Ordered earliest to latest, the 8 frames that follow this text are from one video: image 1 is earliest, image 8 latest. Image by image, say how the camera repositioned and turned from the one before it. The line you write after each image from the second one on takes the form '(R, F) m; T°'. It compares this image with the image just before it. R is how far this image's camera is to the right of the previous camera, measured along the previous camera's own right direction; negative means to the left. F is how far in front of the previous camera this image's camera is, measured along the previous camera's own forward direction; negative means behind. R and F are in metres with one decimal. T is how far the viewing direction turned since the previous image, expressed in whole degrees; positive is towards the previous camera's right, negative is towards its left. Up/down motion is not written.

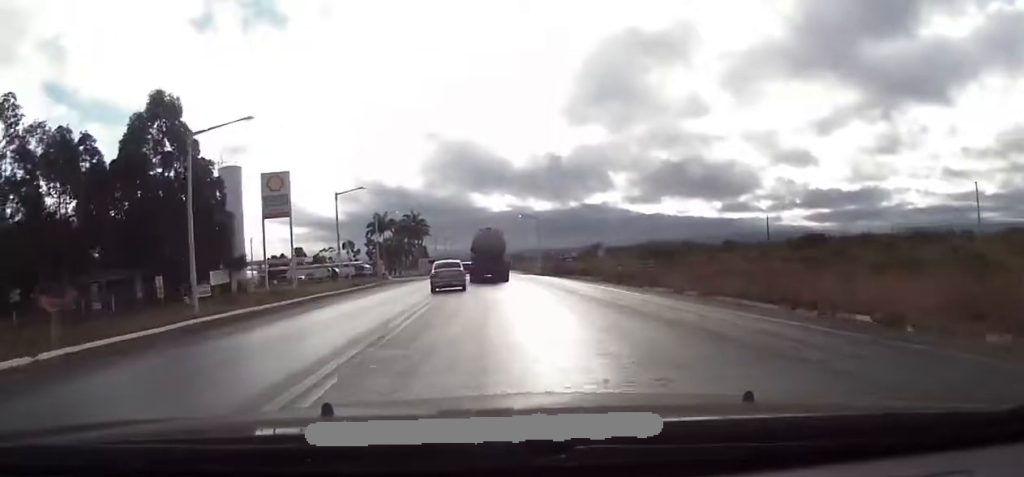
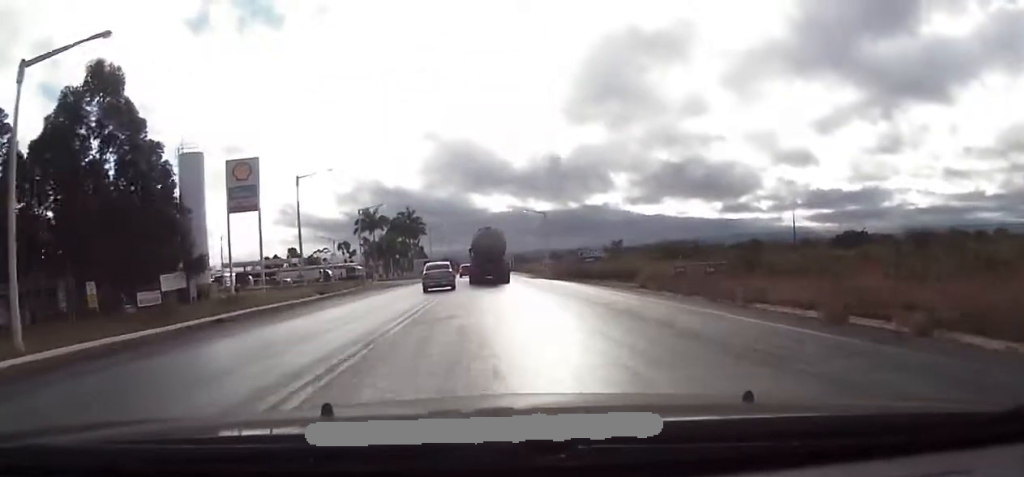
(+0.2, +12.5) m; +1°
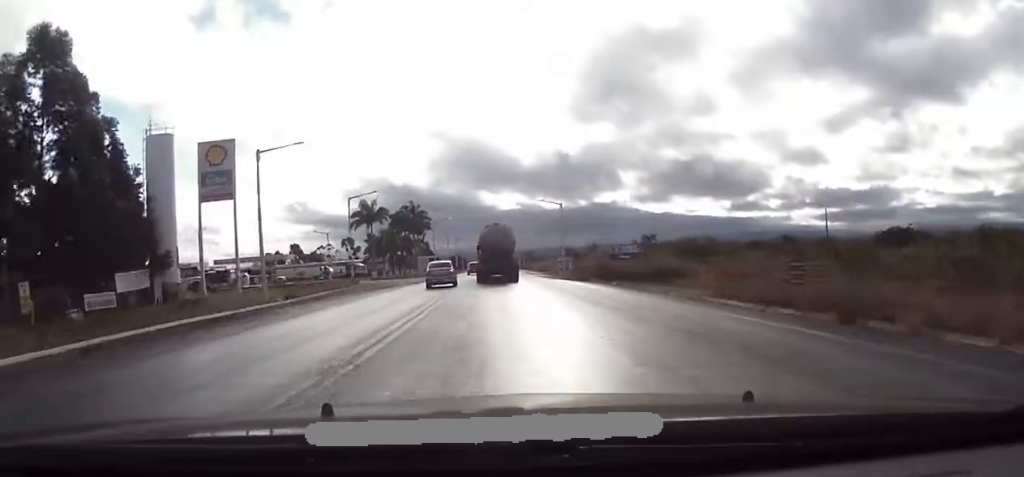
(+0.6, +10.0) m; 0°
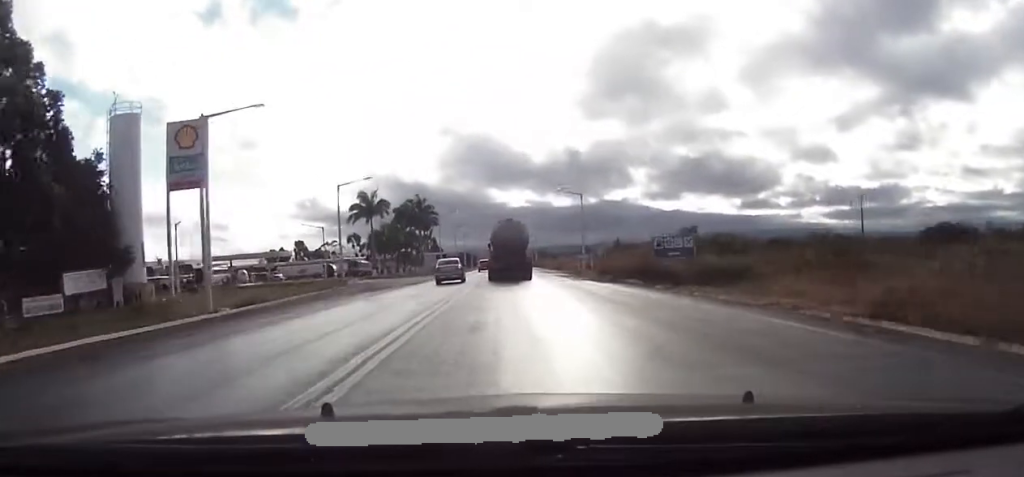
(-0.5, +9.2) m; -2°
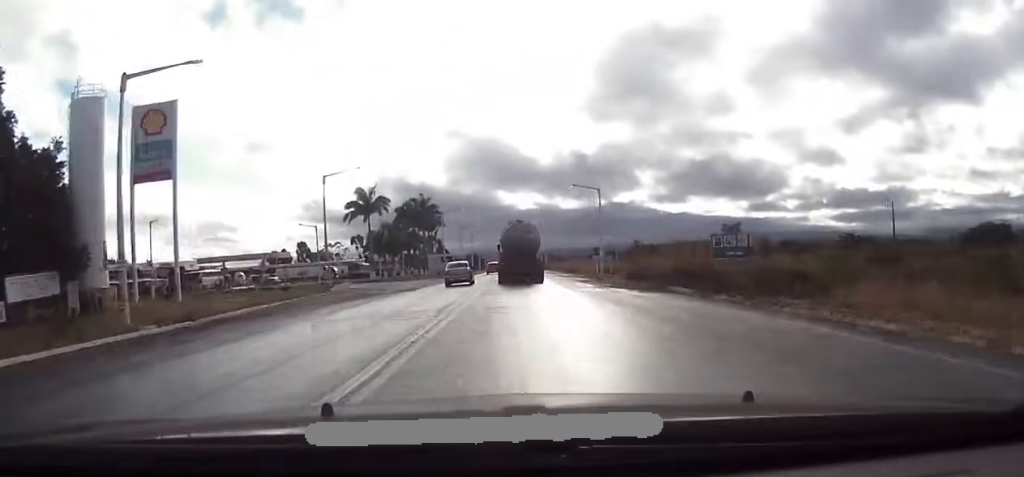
(-0.2, +7.5) m; -1°
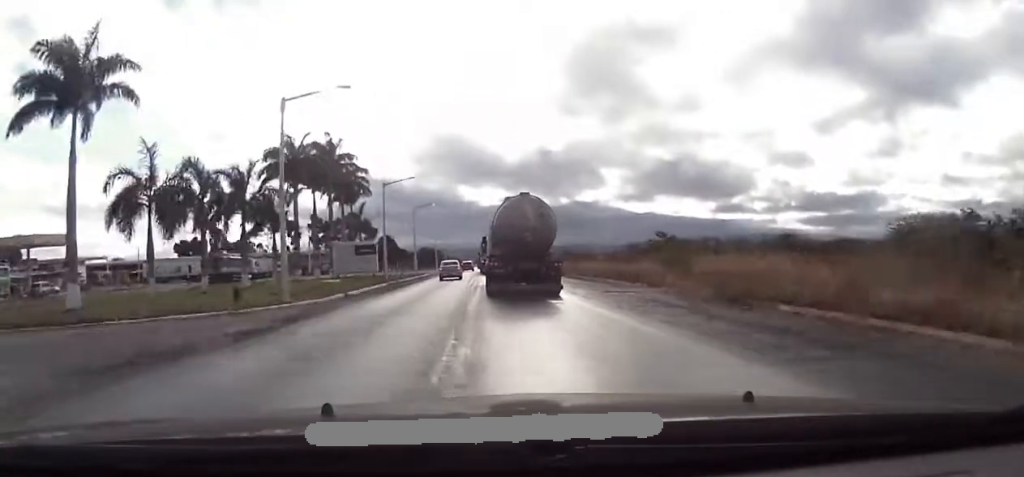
(-0.8, +62.8) m; -1°
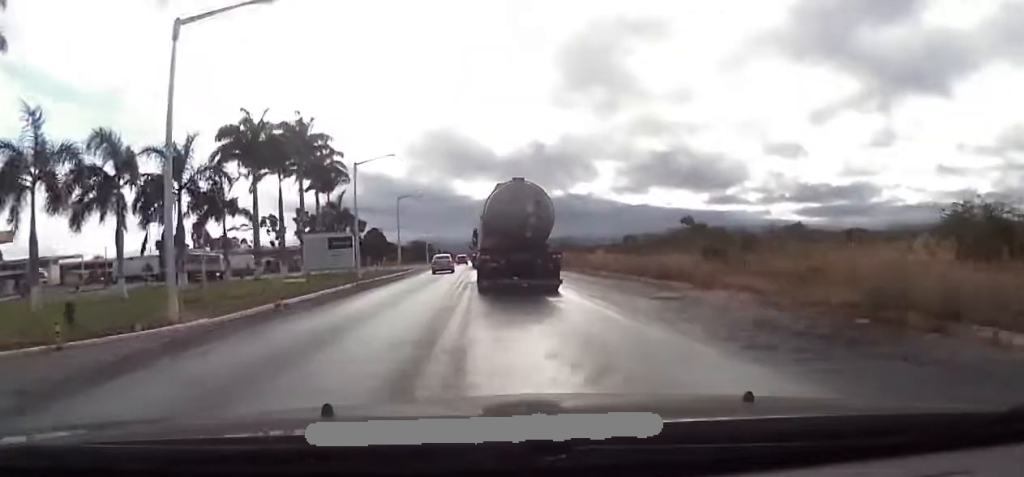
(-0.5, +10.6) m; +1°
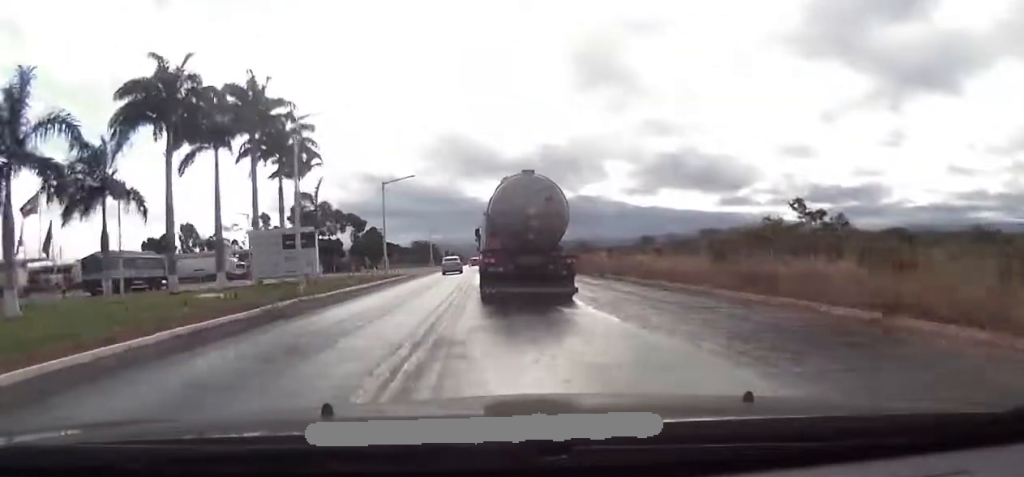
(+0.8, +19.3) m; +2°
